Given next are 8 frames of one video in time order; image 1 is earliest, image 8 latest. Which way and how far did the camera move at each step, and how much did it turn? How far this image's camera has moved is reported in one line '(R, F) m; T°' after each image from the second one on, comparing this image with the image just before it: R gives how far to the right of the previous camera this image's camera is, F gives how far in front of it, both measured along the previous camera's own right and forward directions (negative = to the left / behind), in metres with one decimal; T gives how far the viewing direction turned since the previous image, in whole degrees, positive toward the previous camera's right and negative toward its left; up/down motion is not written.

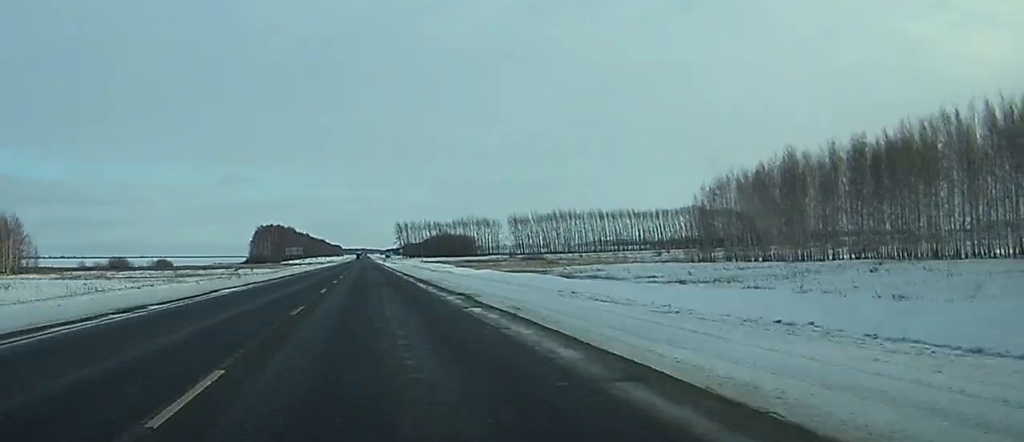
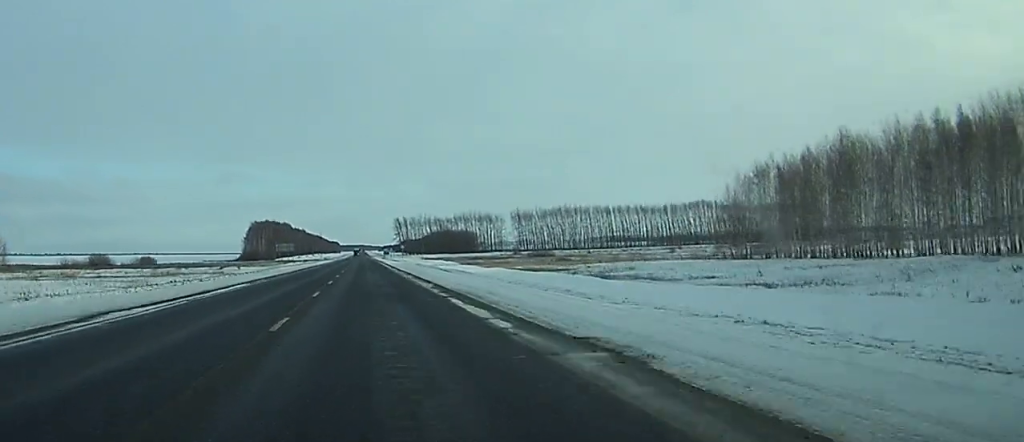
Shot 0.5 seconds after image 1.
(0.0, +15.8) m; 0°
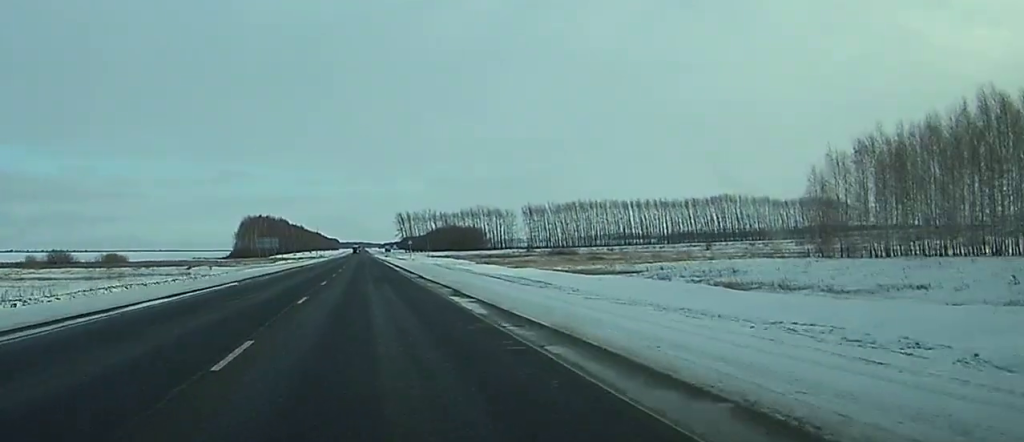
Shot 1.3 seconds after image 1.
(0.0, +29.3) m; 0°
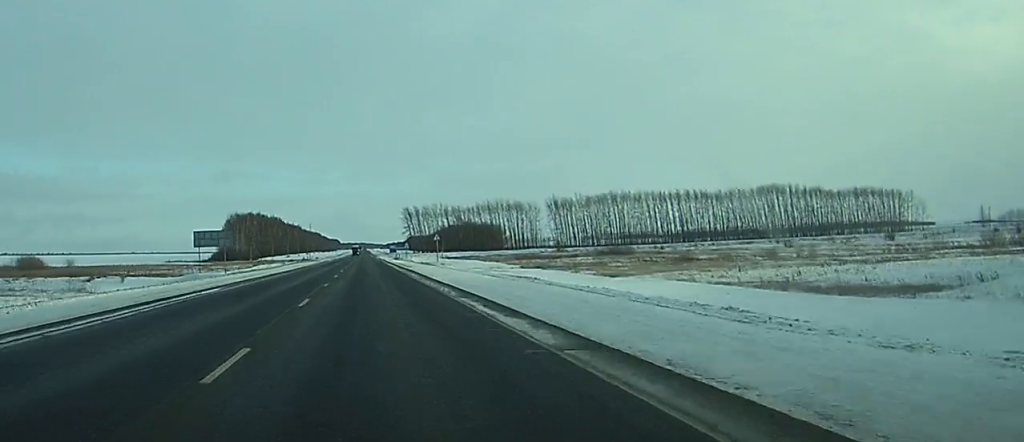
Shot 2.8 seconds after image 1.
(+0.2, +49.4) m; 0°
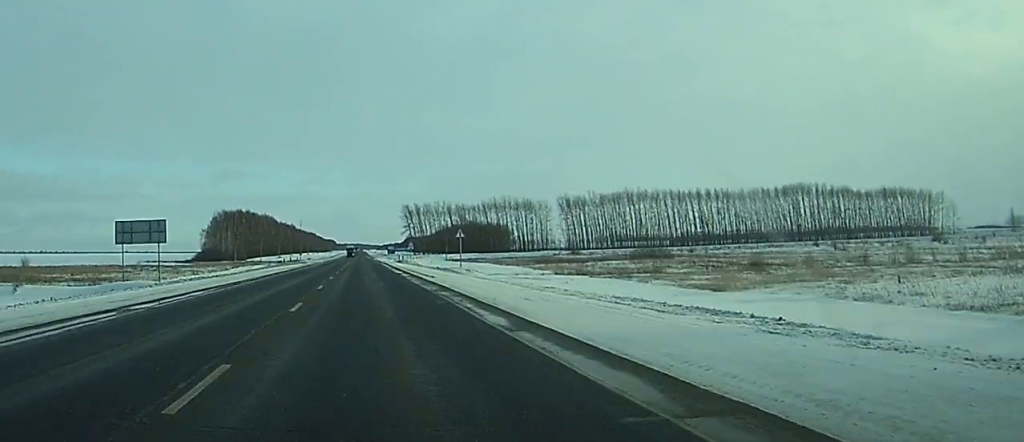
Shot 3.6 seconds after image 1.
(-0.1, +25.6) m; 0°
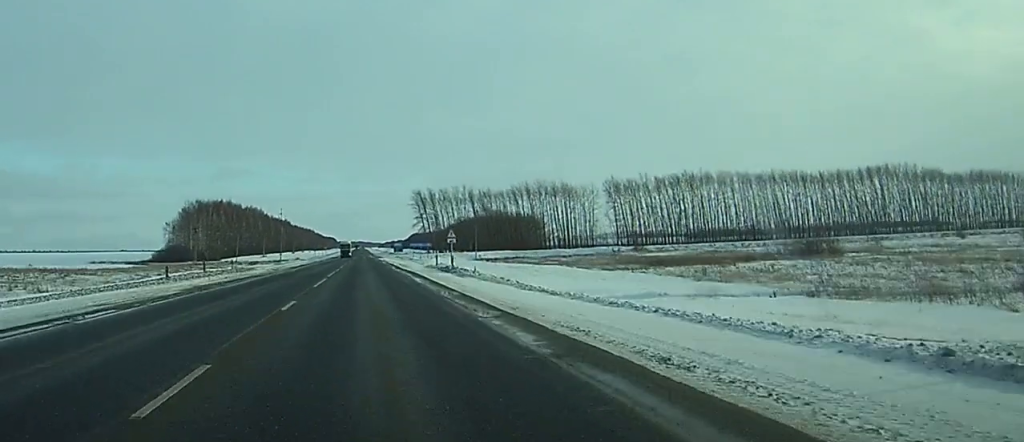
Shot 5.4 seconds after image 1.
(-0.1, +60.4) m; 0°
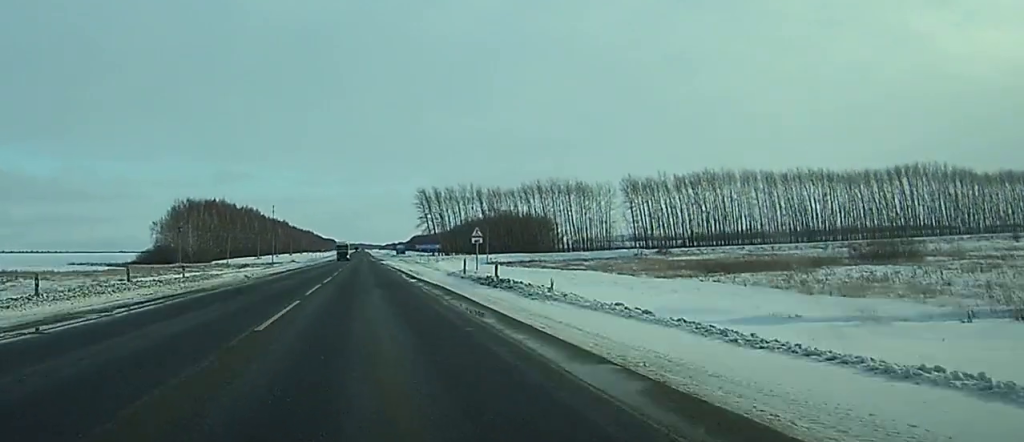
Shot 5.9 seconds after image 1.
(0.0, +16.3) m; 0°
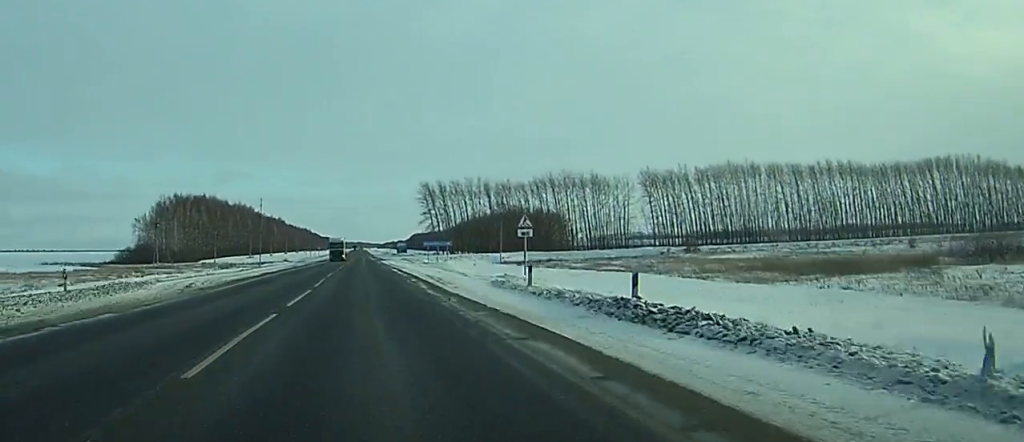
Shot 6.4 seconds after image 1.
(-0.1, +17.2) m; 0°
